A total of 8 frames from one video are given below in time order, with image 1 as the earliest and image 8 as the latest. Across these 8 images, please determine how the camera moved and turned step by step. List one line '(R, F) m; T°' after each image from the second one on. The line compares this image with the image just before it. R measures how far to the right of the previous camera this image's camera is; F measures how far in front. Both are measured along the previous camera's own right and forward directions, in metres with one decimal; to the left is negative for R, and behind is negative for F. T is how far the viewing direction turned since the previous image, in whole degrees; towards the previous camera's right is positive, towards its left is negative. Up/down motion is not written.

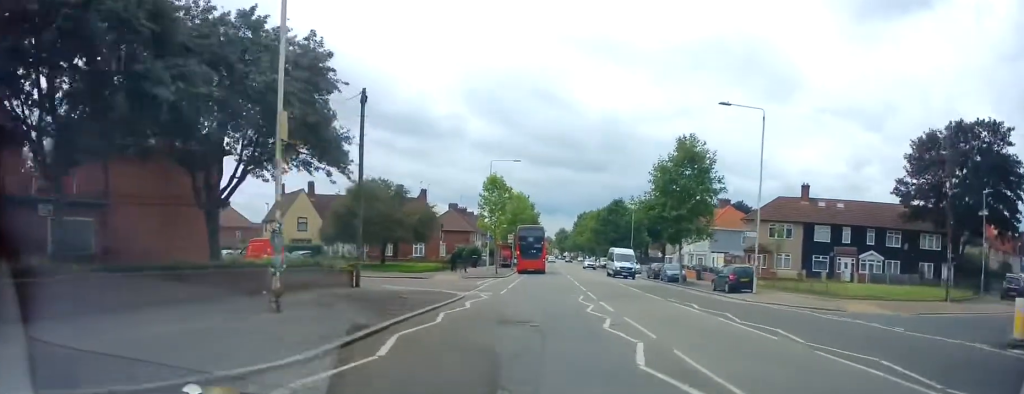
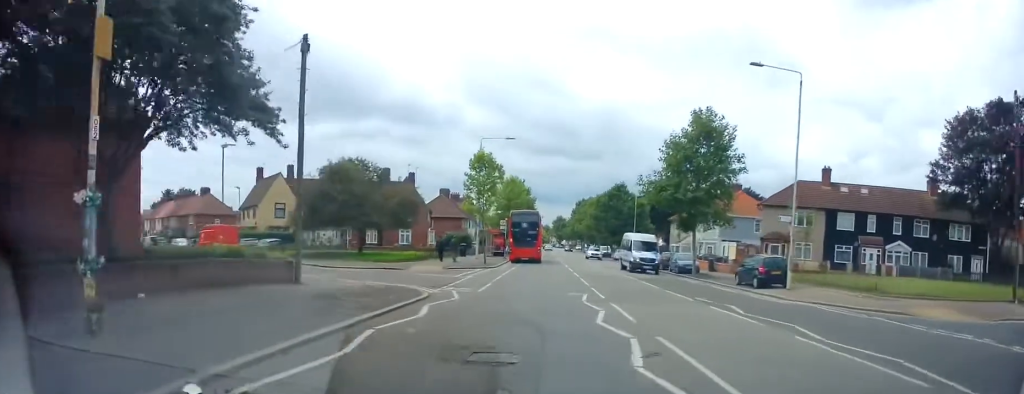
(-0.2, +5.3) m; -1°
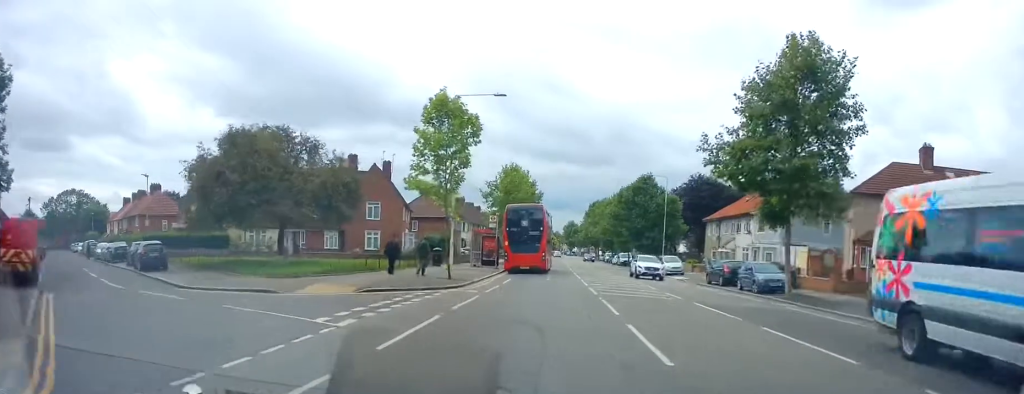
(+0.1, +15.4) m; +2°
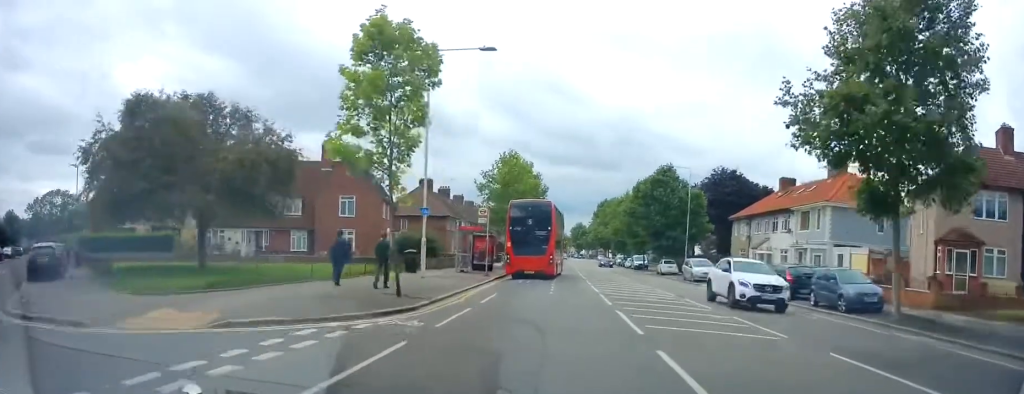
(+0.1, +8.3) m; -1°
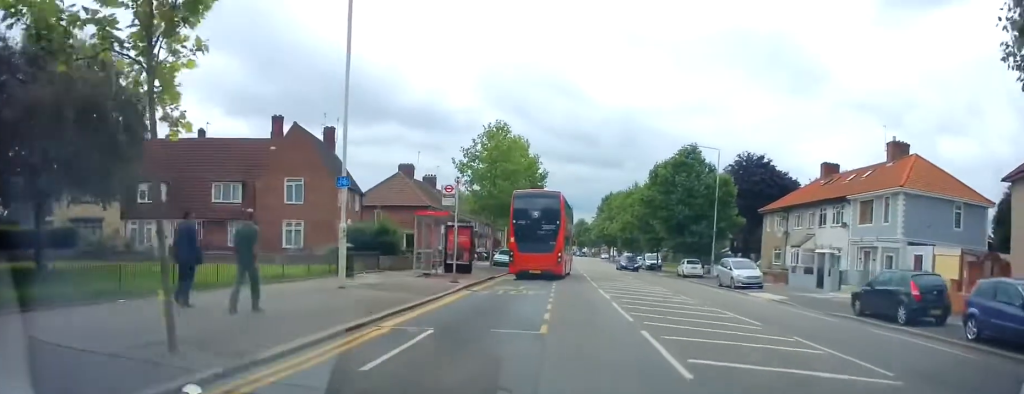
(-0.2, +9.5) m; 0°
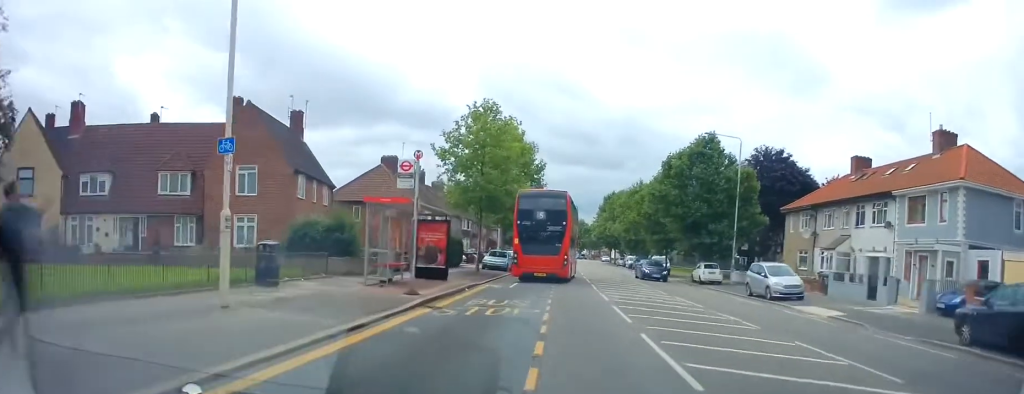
(+0.3, +5.9) m; 0°
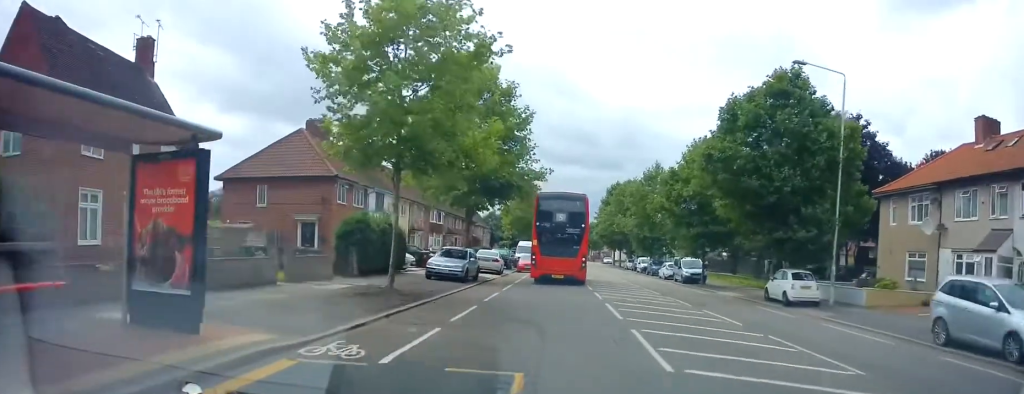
(-0.2, +16.1) m; -1°
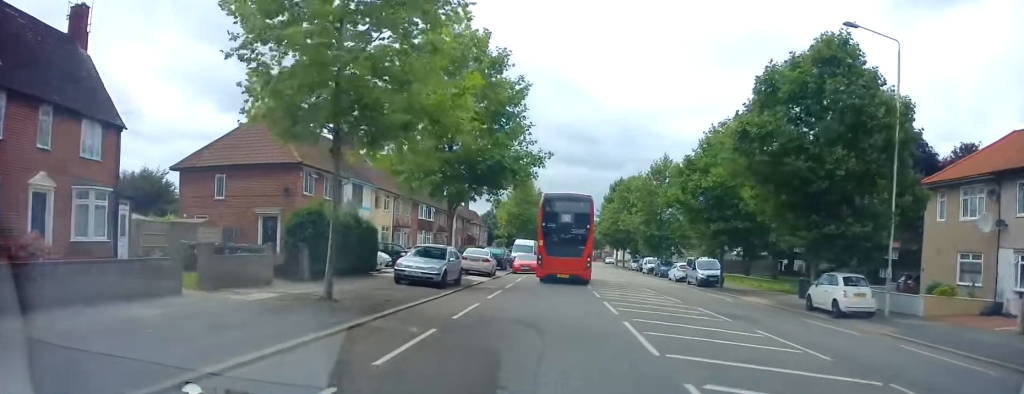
(-0.3, +4.7) m; 0°
